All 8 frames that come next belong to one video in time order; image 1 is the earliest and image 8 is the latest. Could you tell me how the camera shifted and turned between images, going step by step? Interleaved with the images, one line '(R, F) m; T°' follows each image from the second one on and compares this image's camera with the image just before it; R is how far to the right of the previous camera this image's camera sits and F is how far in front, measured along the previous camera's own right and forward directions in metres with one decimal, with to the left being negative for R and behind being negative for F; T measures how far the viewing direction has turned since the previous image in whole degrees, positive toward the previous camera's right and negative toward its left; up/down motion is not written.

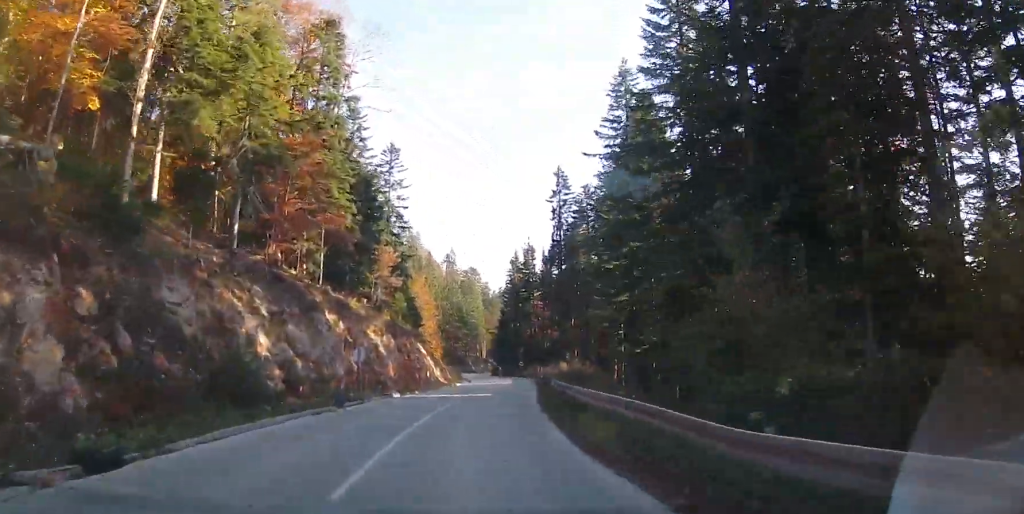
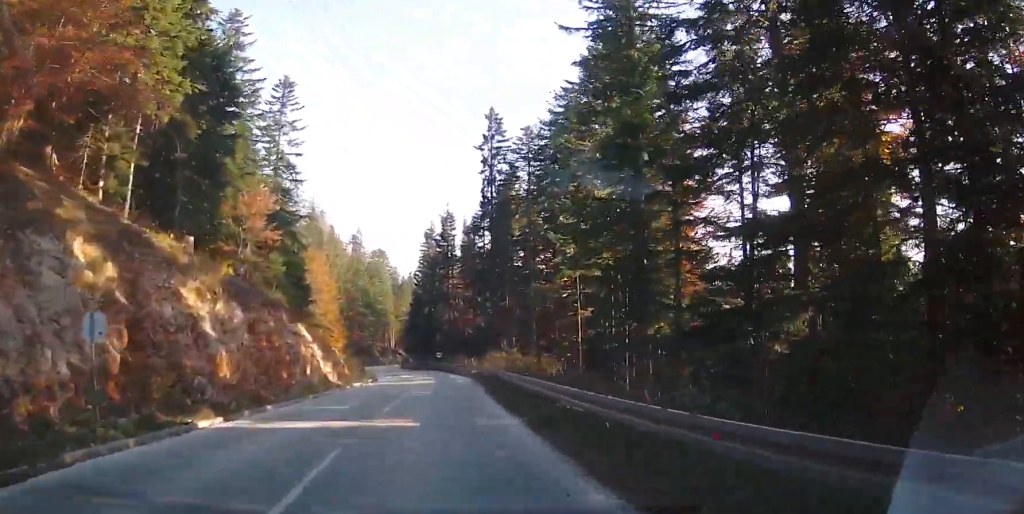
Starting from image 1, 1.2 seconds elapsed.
(-0.3, +15.6) m; +2°
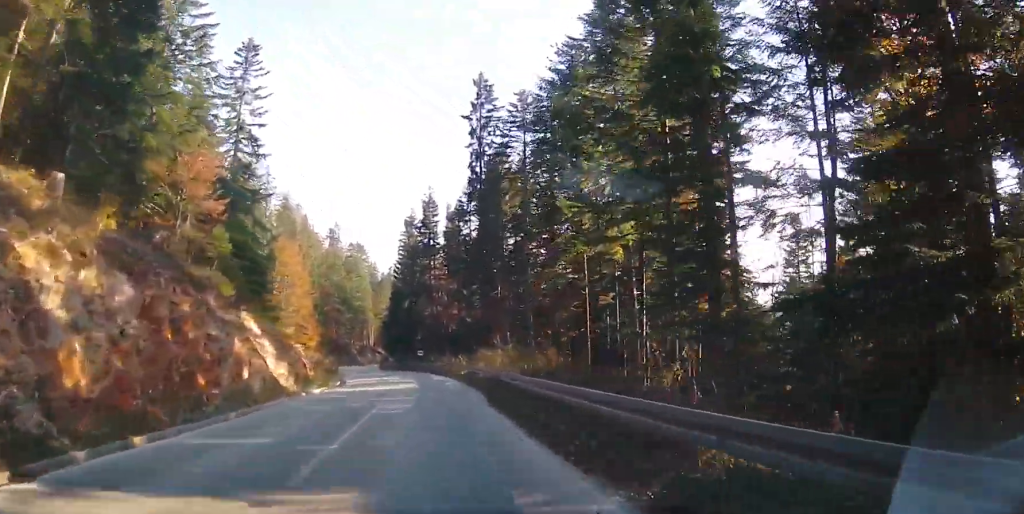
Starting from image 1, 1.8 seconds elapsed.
(0.0, +7.0) m; +3°
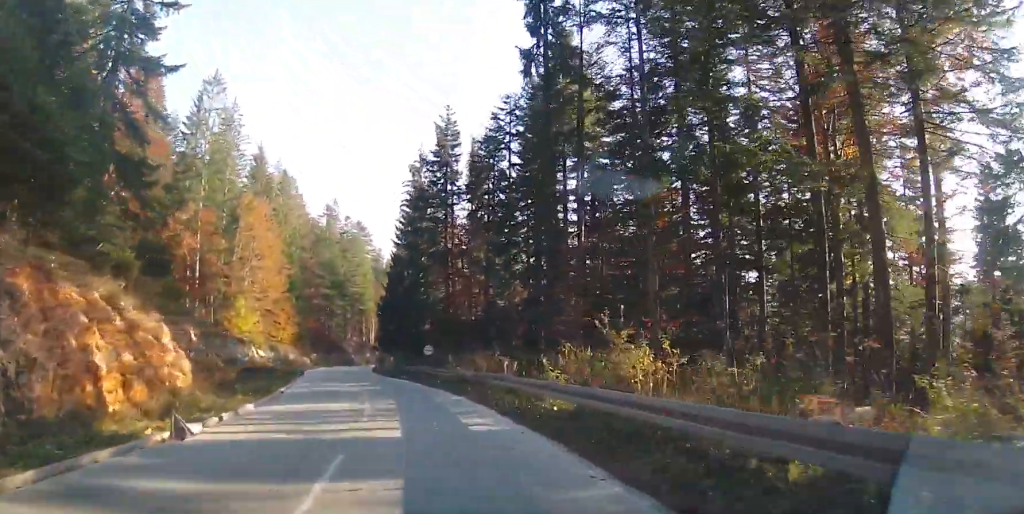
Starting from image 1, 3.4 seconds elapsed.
(+1.3, +23.1) m; +3°
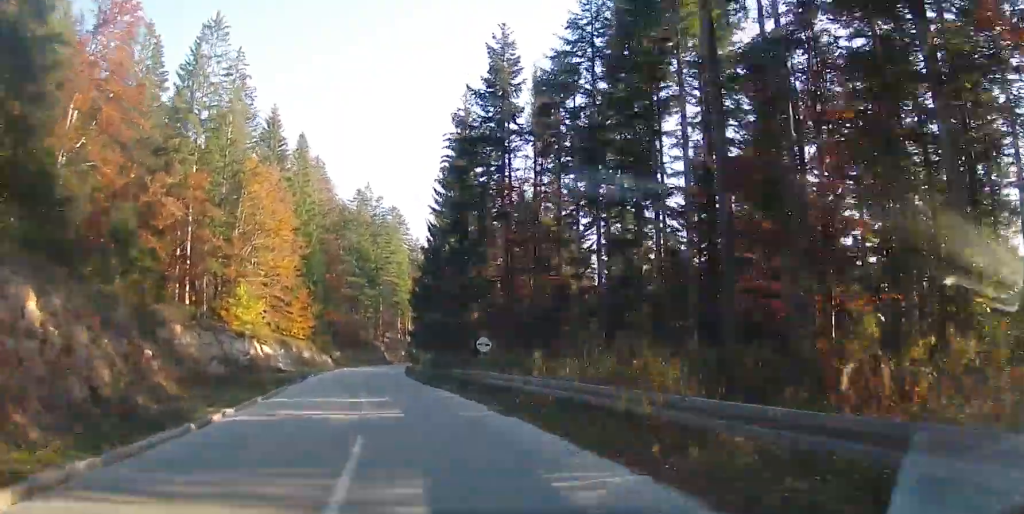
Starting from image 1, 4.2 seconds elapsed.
(0.0, +13.2) m; -1°
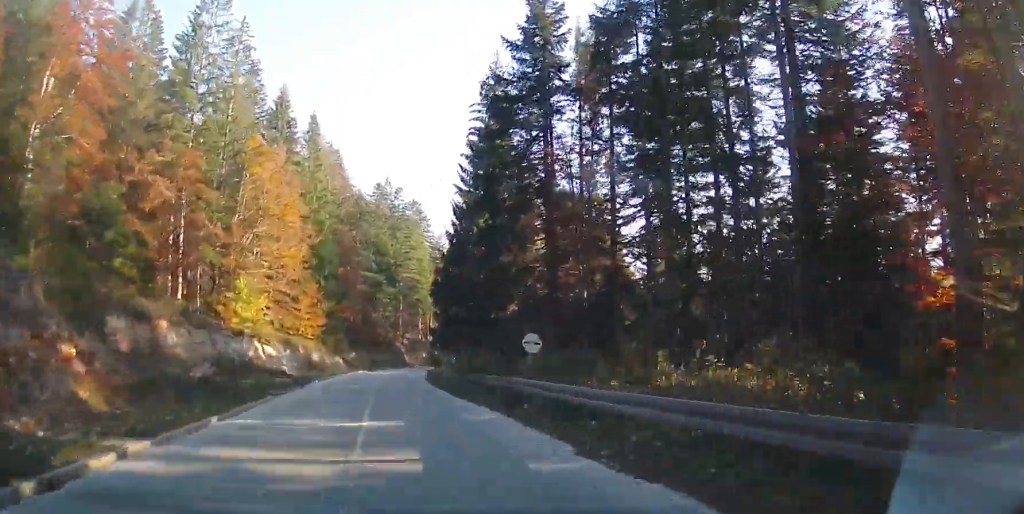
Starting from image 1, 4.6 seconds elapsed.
(+0.2, +6.6) m; -1°
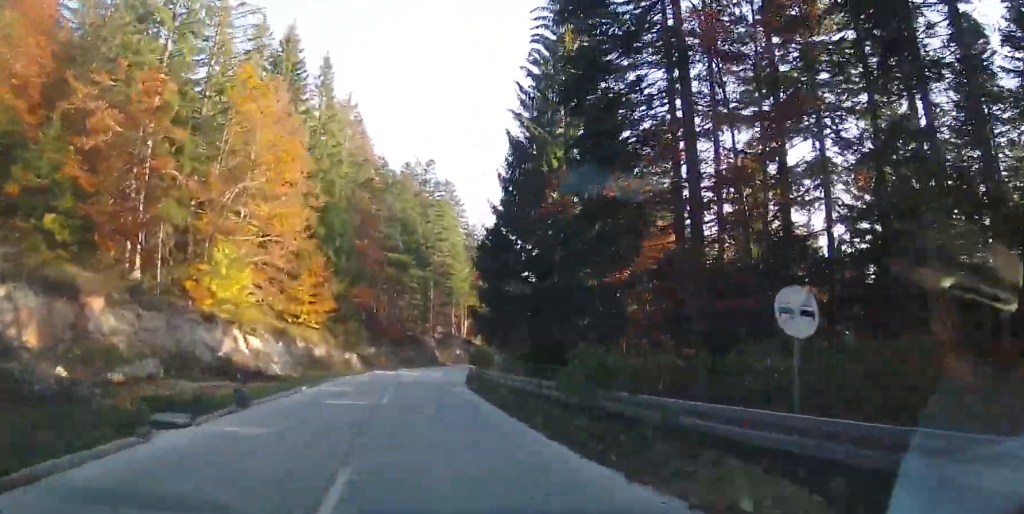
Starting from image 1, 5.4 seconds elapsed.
(-0.5, +13.0) m; -3°
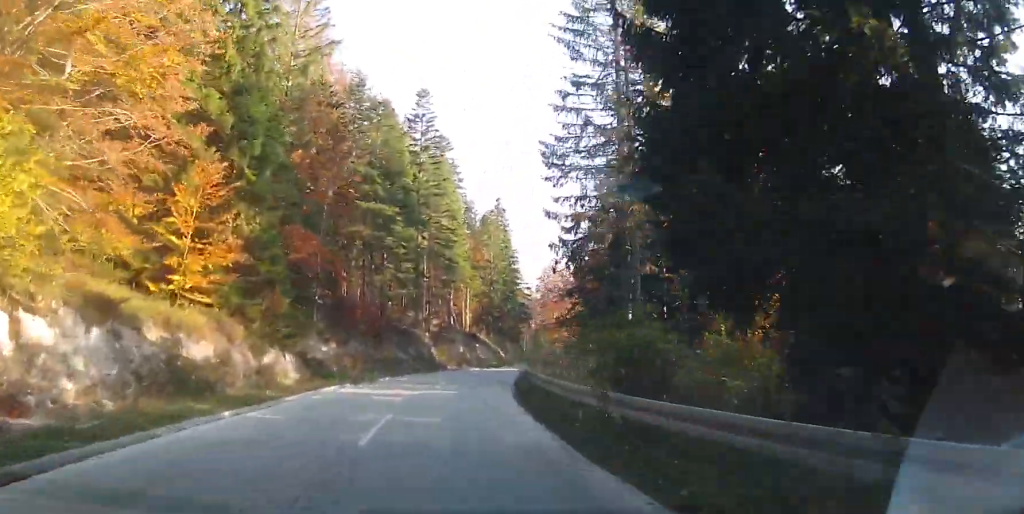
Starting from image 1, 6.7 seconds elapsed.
(-0.8, +22.6) m; -1°
